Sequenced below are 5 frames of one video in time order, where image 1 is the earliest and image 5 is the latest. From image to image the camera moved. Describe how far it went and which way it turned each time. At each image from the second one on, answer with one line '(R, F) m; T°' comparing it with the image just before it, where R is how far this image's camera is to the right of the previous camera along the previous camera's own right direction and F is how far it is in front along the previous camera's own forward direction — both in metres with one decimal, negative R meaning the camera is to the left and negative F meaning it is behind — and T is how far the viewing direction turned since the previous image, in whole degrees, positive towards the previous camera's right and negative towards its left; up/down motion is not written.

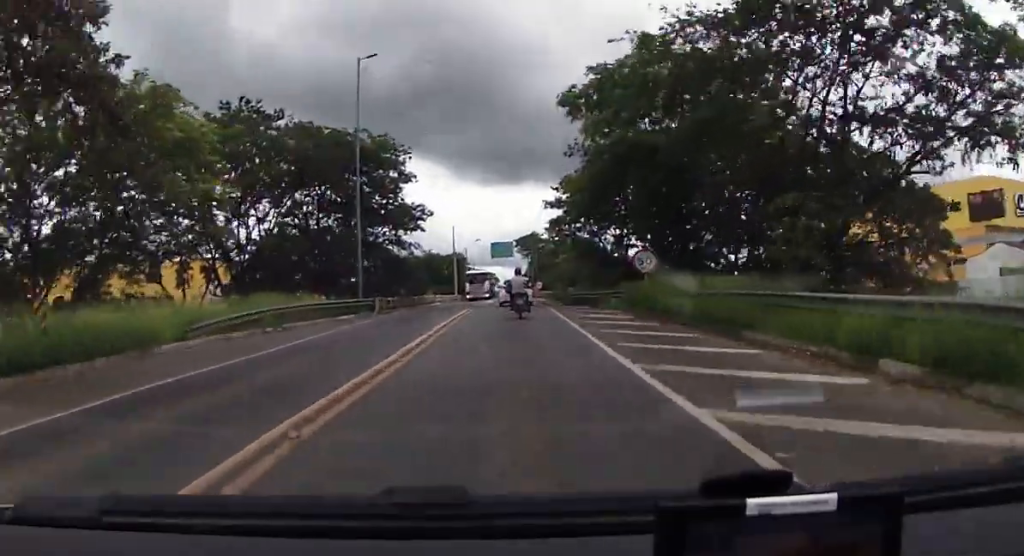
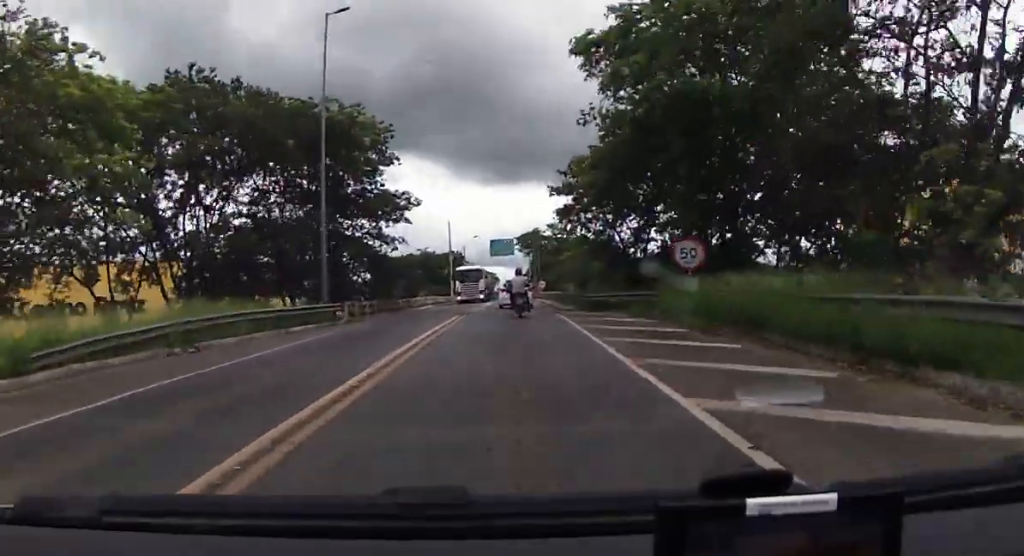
(+0.4, +7.2) m; +1°
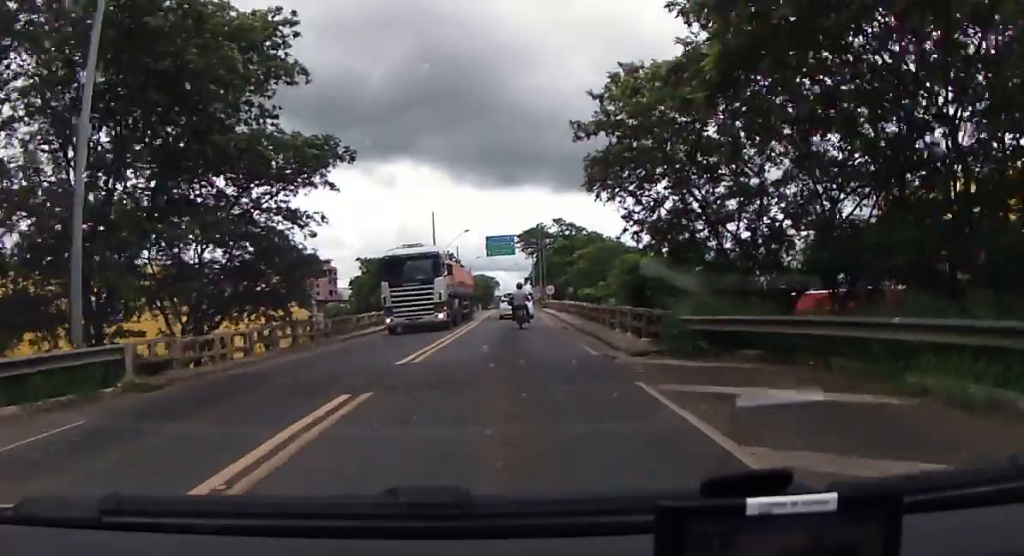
(-0.5, +18.0) m; -2°
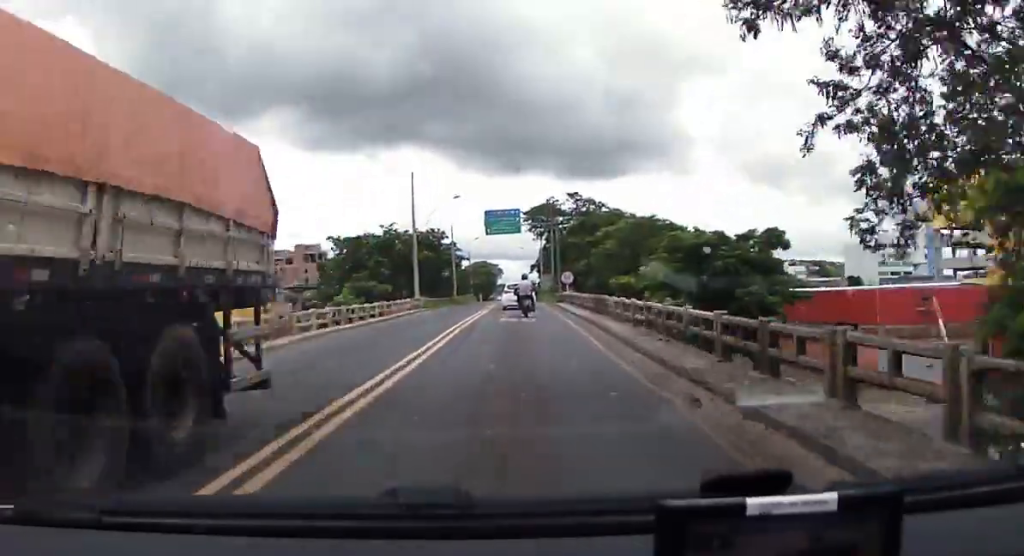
(0.0, +18.0) m; 0°
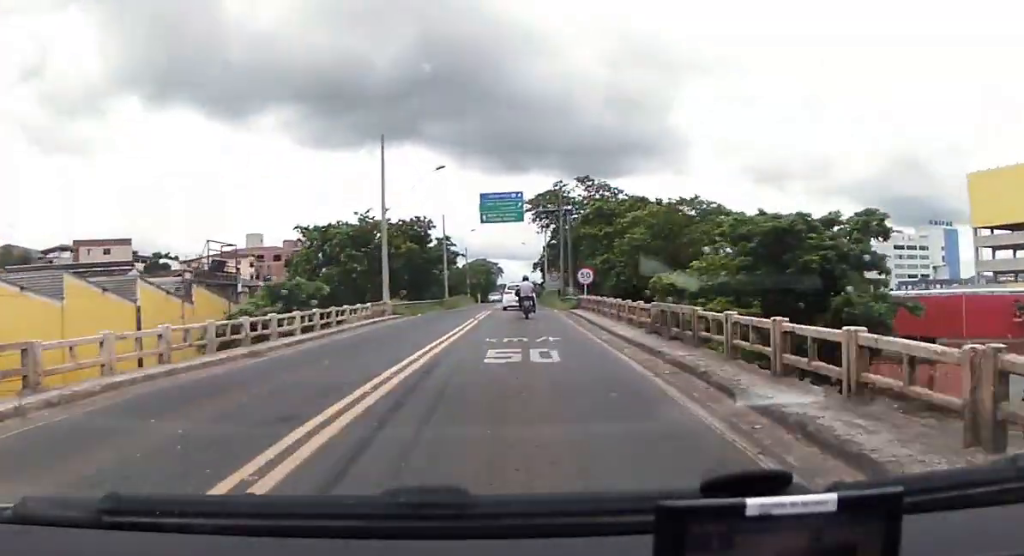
(0.0, +12.6) m; -1°
